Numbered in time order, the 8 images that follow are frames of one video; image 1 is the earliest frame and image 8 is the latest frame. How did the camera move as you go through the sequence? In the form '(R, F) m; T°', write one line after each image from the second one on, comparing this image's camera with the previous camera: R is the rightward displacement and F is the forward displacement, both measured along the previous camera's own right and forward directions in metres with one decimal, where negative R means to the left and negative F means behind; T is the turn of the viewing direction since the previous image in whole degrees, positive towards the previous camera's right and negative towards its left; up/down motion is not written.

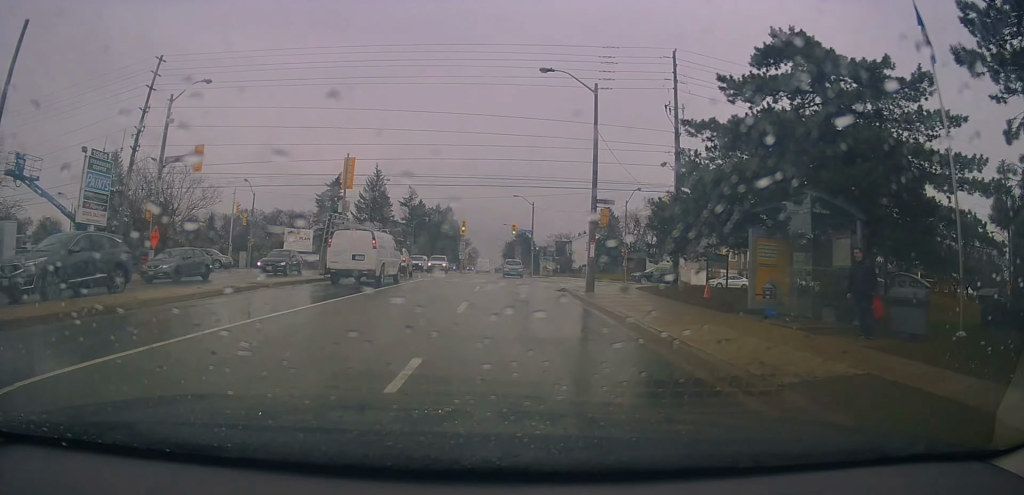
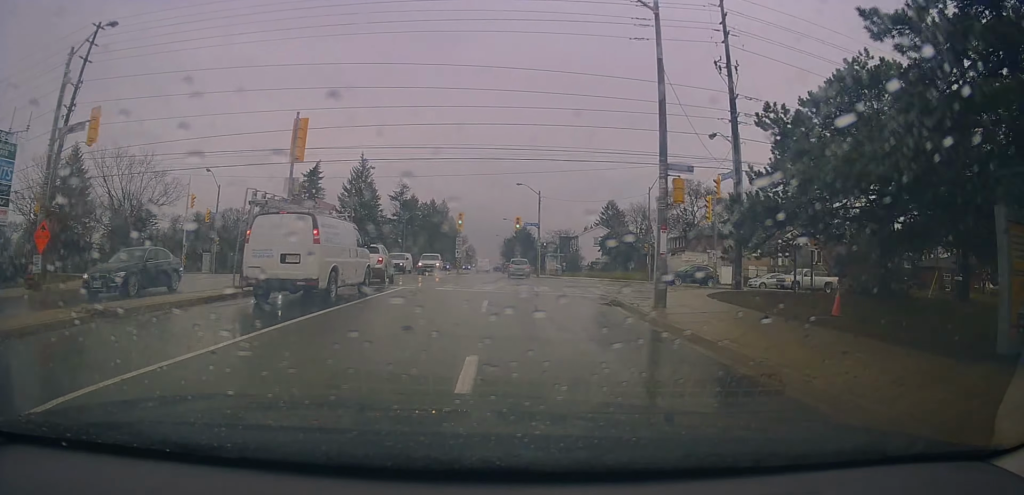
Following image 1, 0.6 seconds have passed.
(+0.4, +8.4) m; 0°
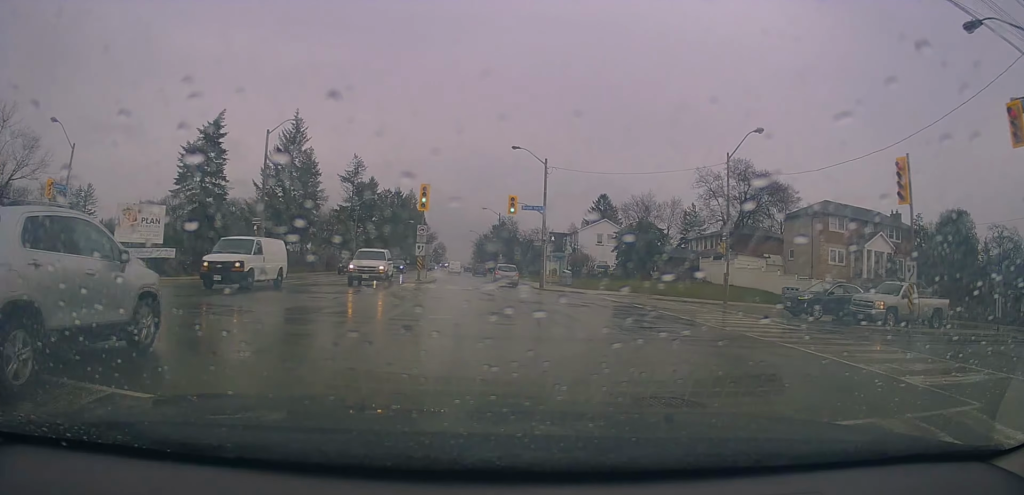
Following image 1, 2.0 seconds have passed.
(-0.5, +20.7) m; +1°
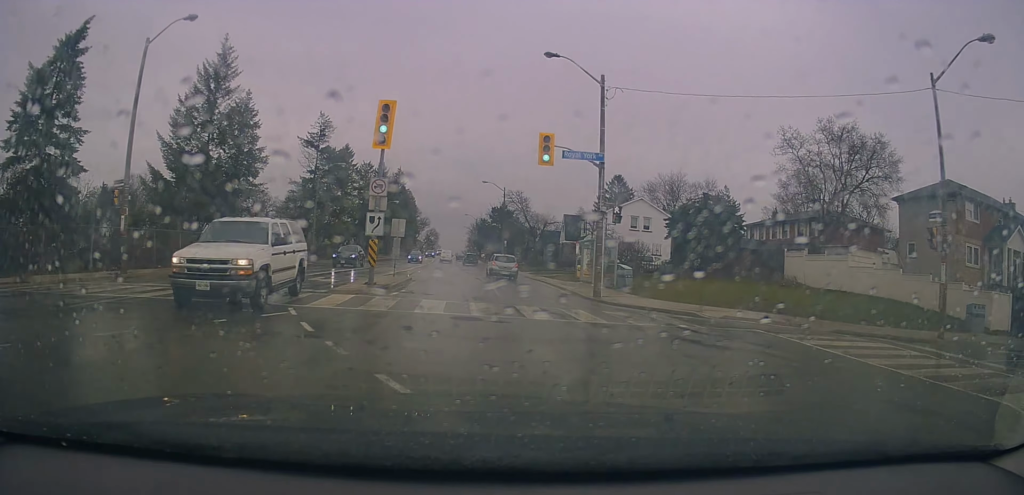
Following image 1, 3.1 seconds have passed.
(+0.9, +17.6) m; +3°
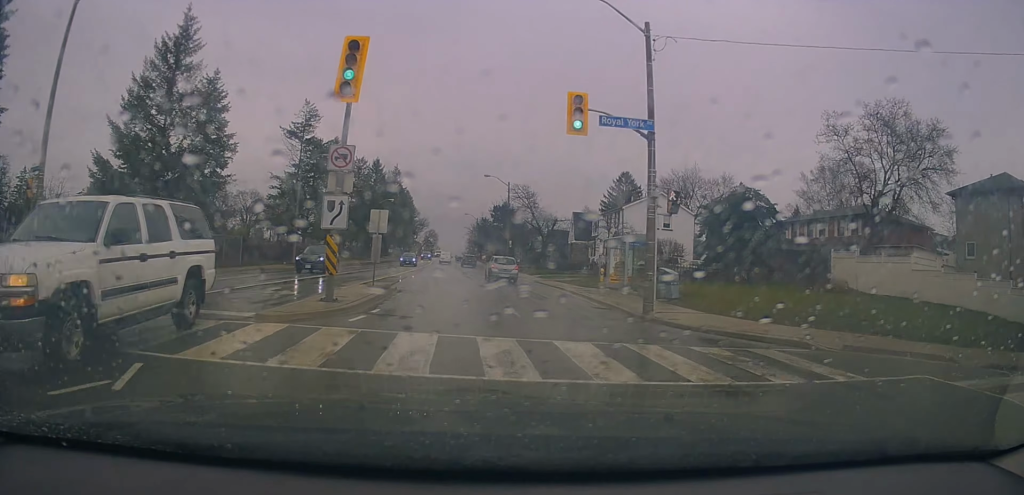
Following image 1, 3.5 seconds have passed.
(+0.3, +6.2) m; -1°
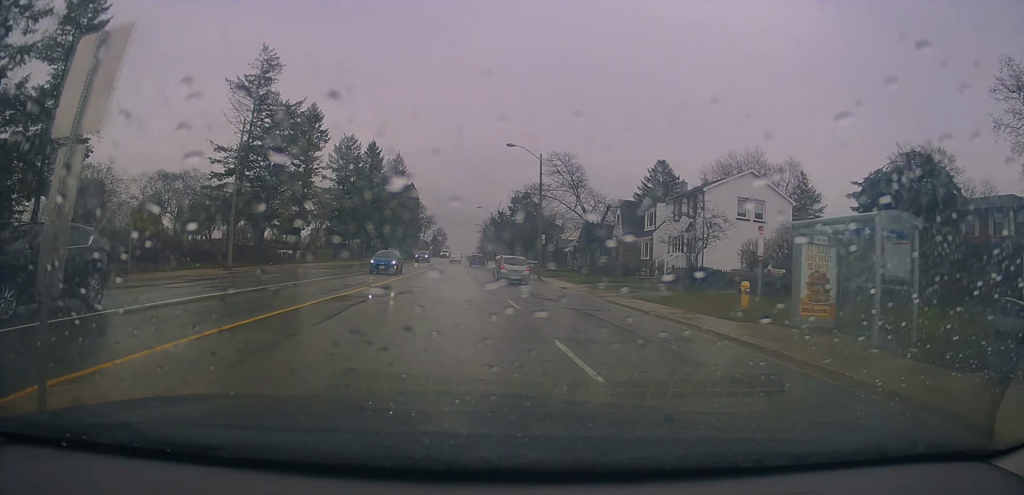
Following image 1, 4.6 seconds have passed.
(-0.8, +16.6) m; -2°
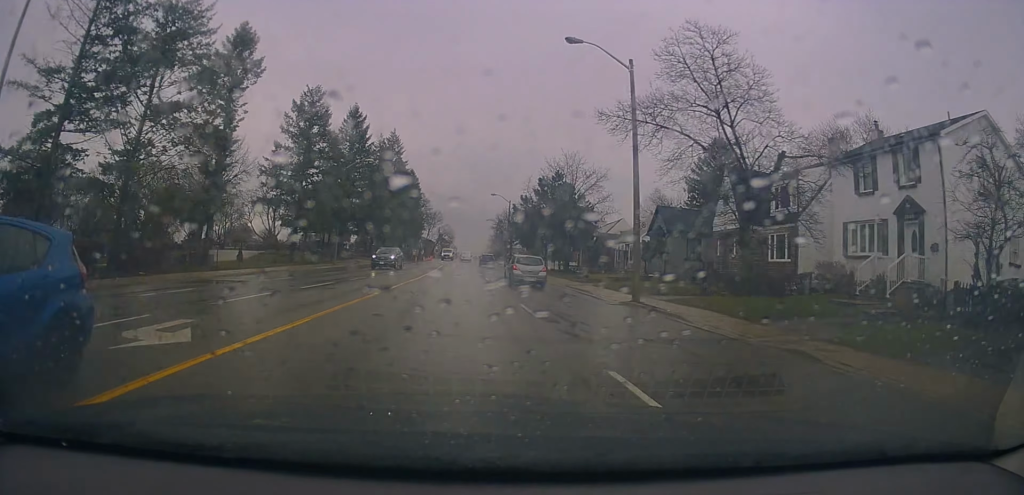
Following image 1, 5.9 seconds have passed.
(+0.2, +21.7) m; 0°
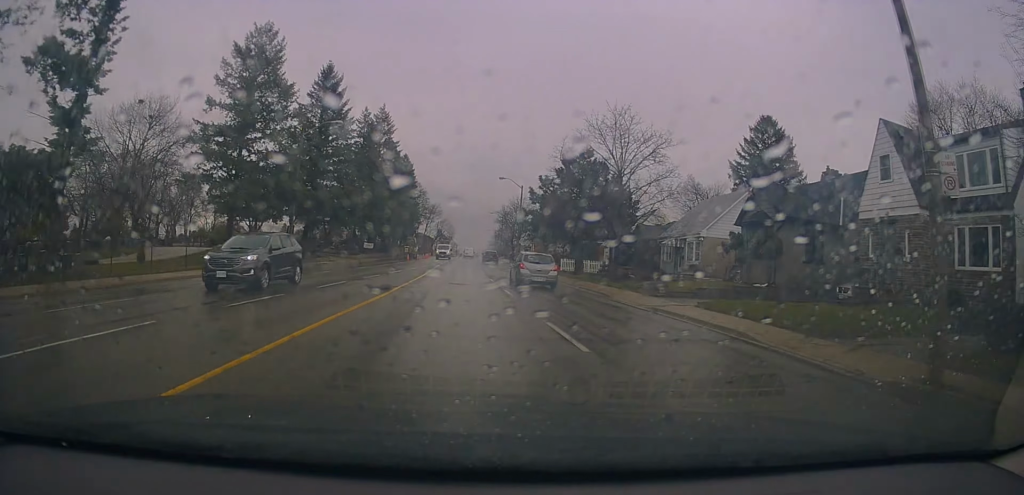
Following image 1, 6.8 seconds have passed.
(-0.3, +15.0) m; 0°
